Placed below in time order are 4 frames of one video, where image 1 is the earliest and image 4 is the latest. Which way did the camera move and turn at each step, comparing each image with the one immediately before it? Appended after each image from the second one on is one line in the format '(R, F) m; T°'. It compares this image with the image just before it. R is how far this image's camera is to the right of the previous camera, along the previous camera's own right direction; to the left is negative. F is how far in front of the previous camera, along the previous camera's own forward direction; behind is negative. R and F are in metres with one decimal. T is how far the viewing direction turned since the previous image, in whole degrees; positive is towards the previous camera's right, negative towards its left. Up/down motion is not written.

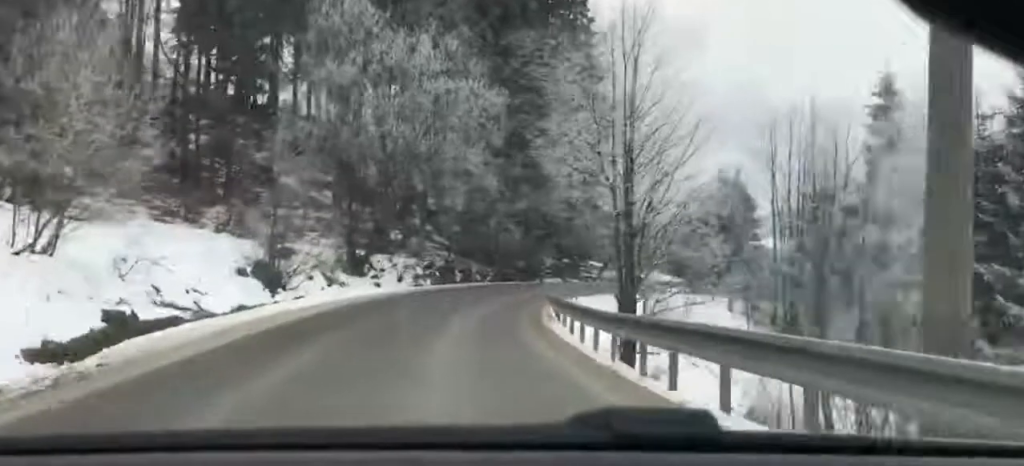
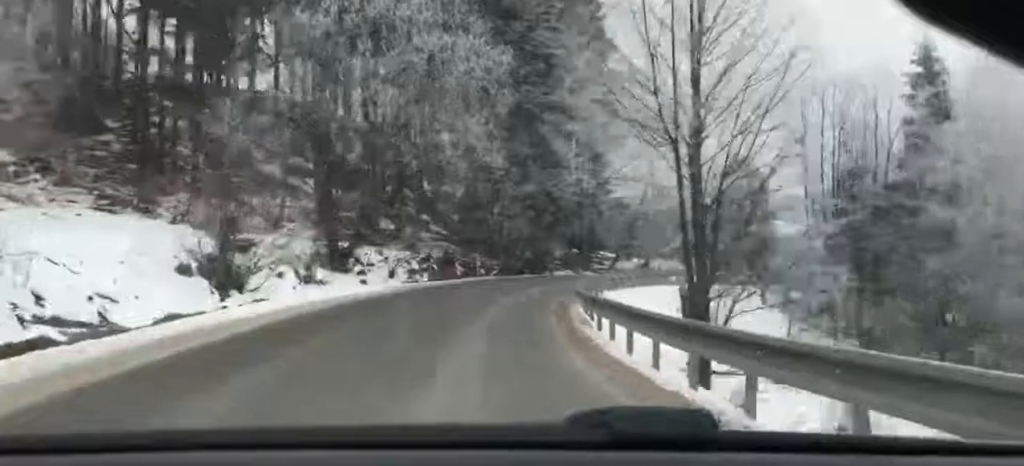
(+0.1, +6.2) m; +1°
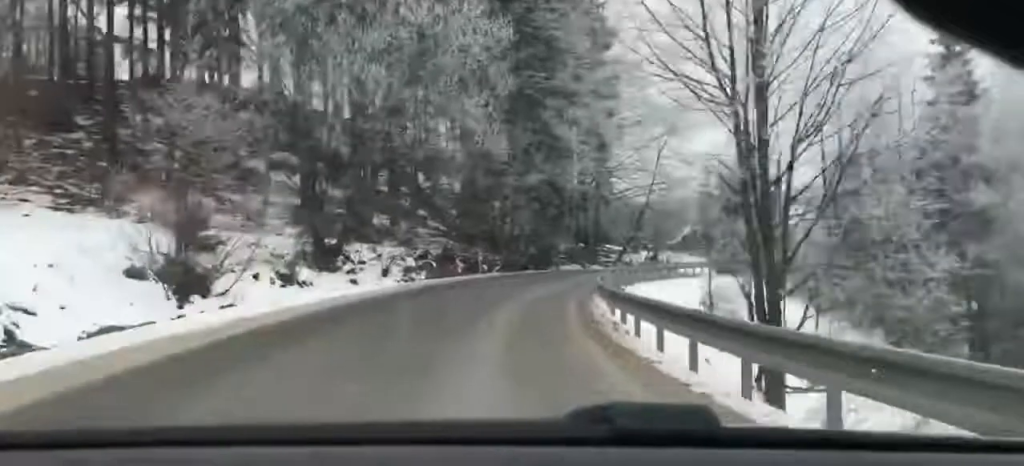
(0.0, +3.1) m; 0°
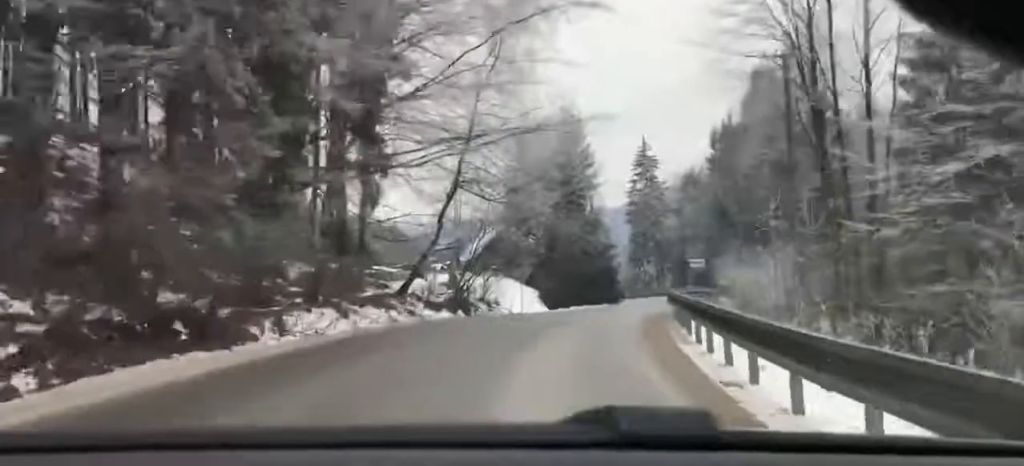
(0.0, +30.8) m; +3°
